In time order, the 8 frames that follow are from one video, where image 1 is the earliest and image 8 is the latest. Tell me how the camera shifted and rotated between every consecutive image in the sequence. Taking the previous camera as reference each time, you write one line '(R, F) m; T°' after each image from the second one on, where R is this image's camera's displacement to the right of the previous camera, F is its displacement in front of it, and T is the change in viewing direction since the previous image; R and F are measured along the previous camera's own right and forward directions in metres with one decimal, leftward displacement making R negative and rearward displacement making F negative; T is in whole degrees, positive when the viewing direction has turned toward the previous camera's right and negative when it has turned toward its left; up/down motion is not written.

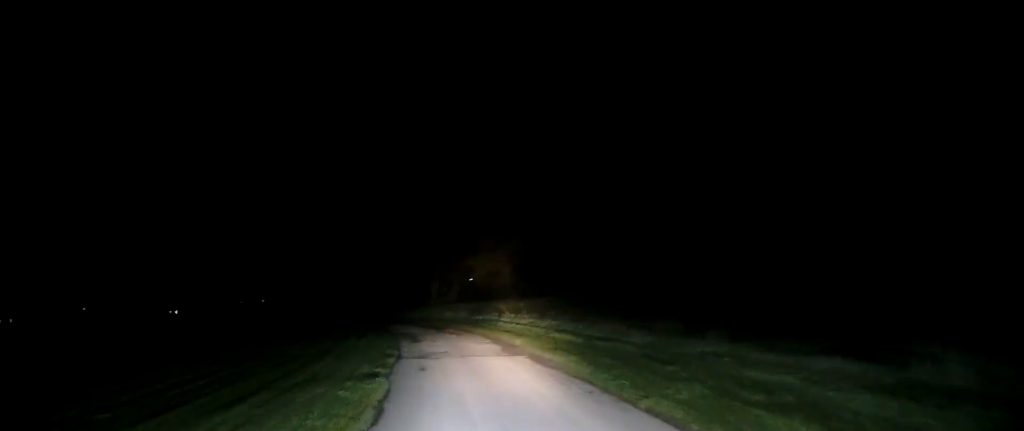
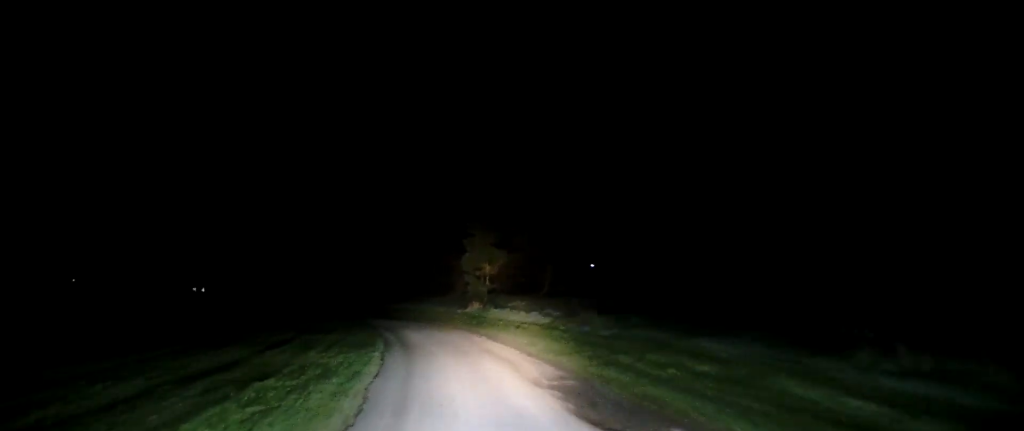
(-2.0, +32.2) m; -9°
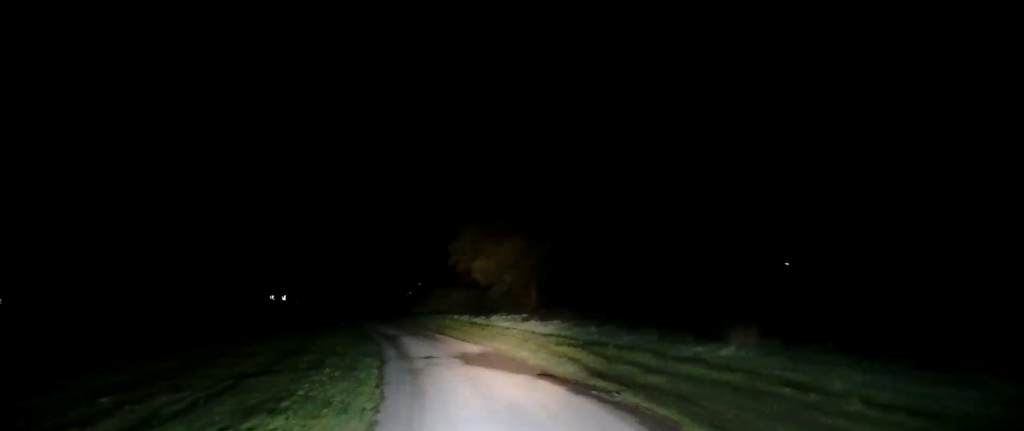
(-1.9, +24.3) m; -8°
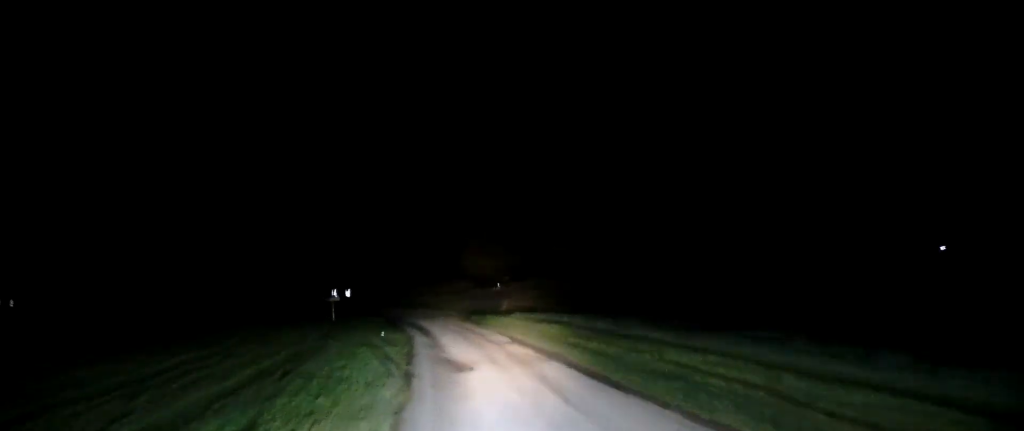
(-0.3, +13.2) m; -5°
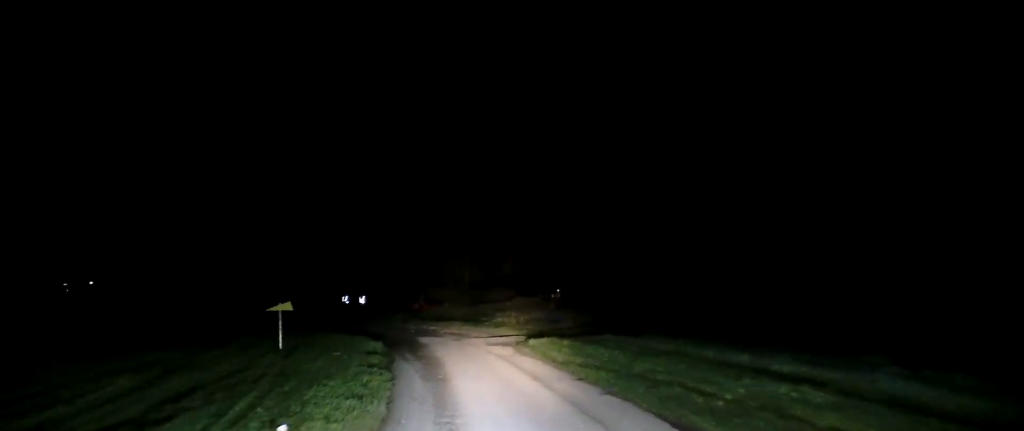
(-0.9, +13.9) m; -5°
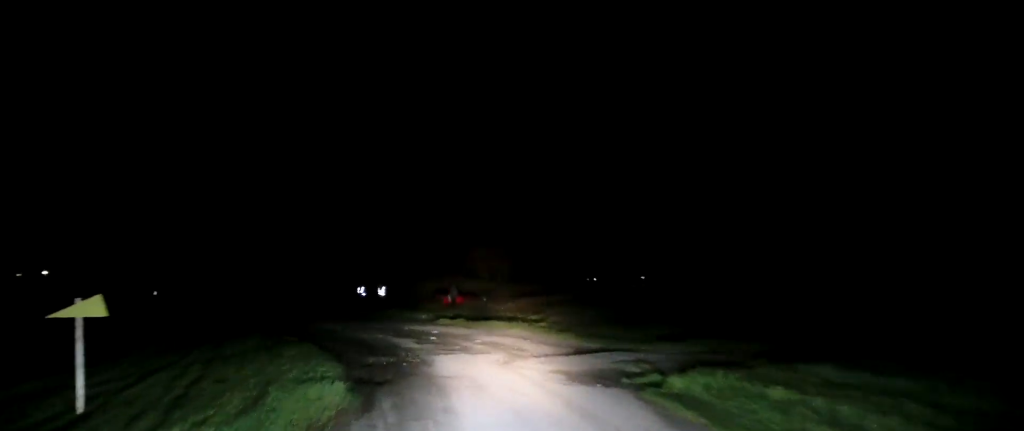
(-0.4, +10.1) m; -5°
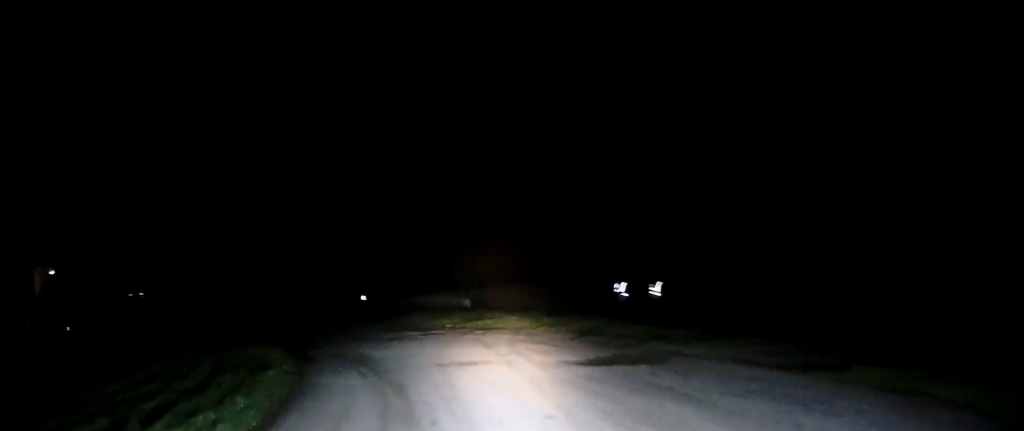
(-2.3, +19.8) m; -18°
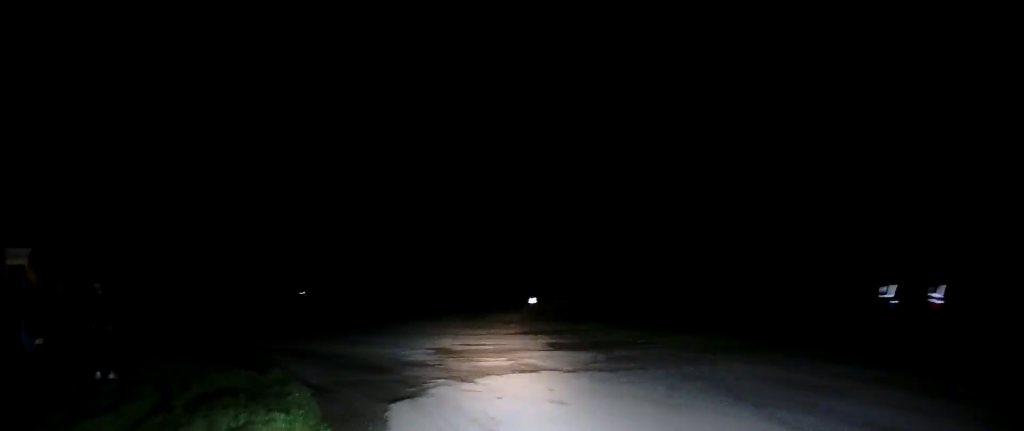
(-0.7, +9.4) m; -12°
